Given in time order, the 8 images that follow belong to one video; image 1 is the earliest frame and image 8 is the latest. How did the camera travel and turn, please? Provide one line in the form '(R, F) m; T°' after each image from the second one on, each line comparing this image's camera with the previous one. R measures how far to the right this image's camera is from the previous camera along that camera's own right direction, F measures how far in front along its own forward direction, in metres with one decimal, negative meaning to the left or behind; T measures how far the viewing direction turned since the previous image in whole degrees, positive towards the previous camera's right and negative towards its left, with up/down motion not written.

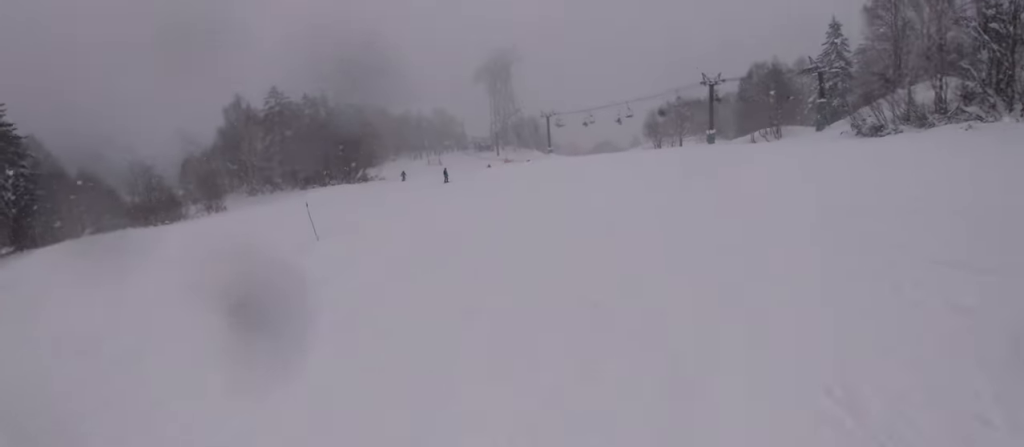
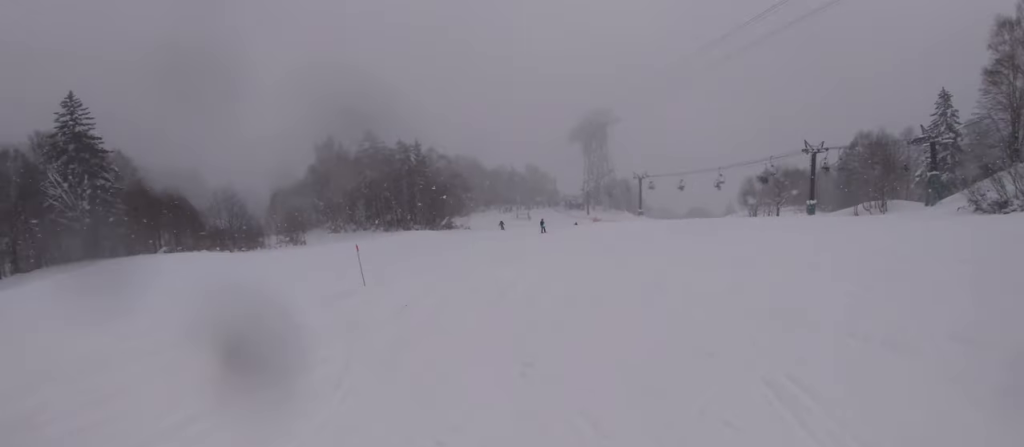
(0.0, +3.8) m; -3°
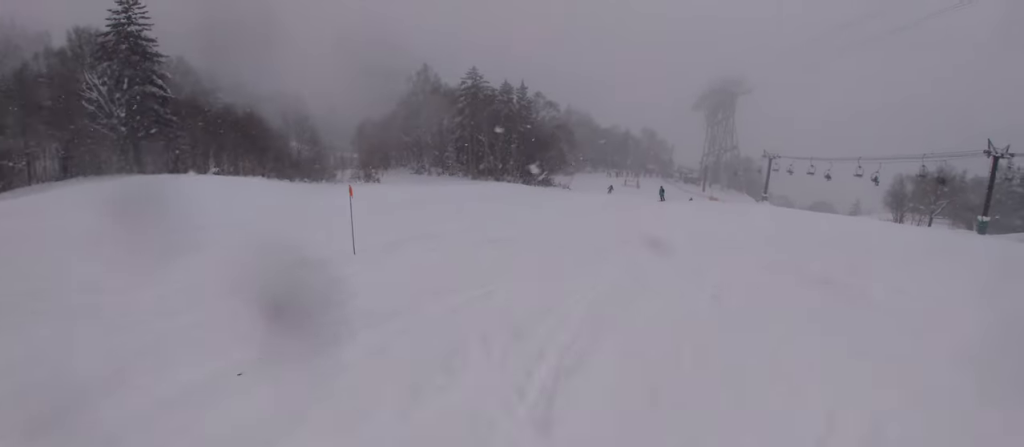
(-1.6, +10.1) m; -14°
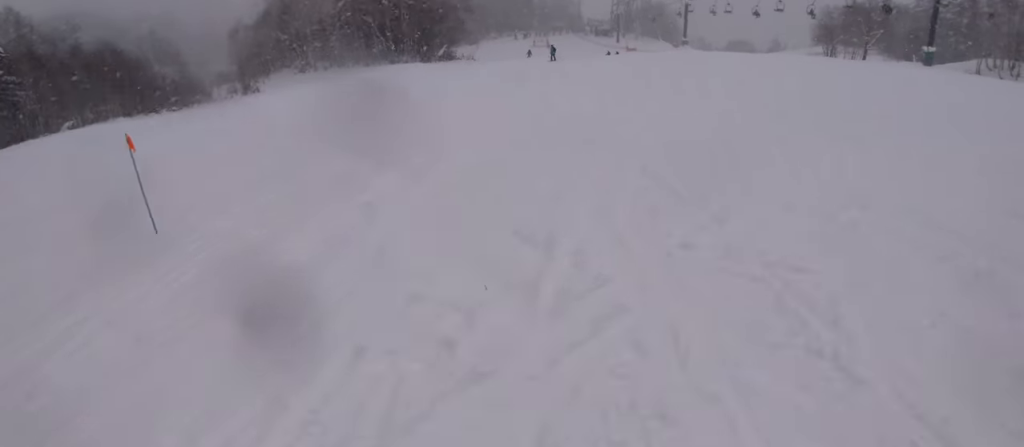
(-0.2, +4.9) m; +6°
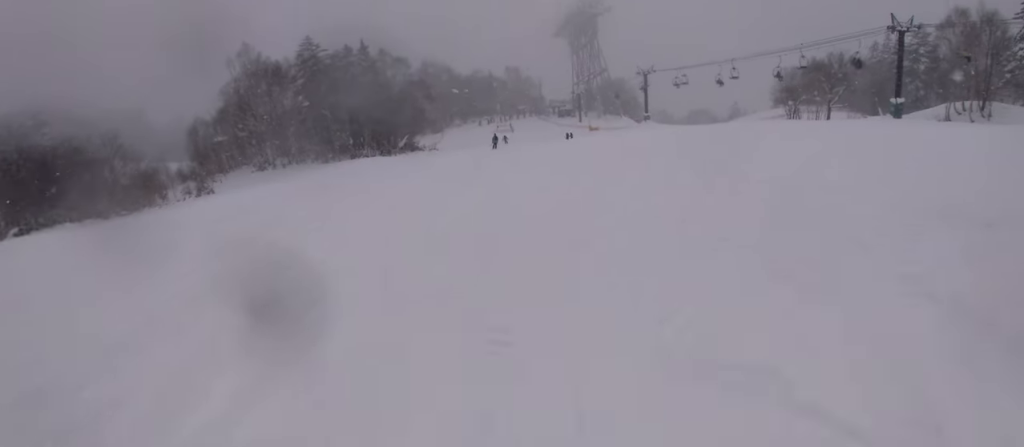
(+0.7, +3.8) m; +8°
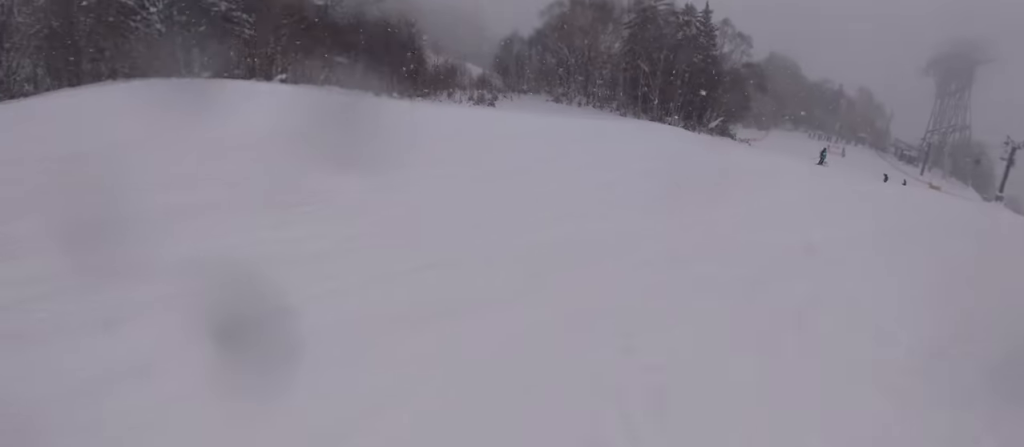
(-1.5, +8.2) m; -23°
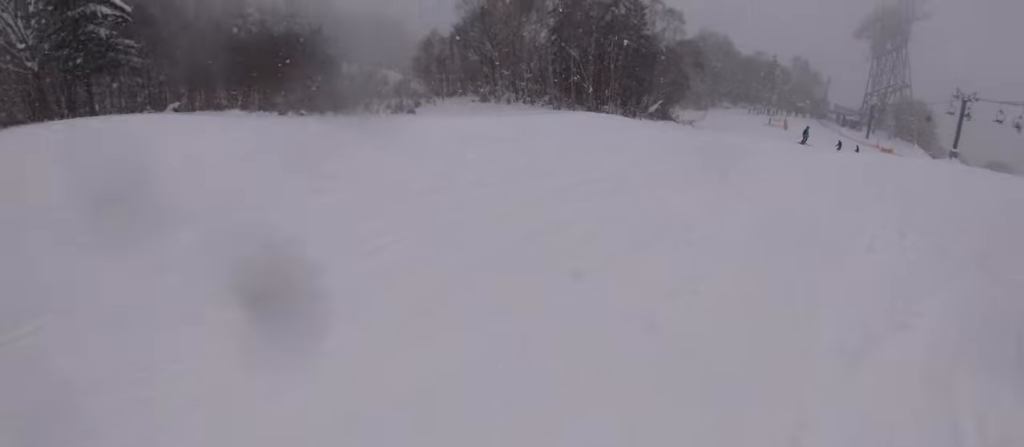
(-0.7, +4.9) m; -5°
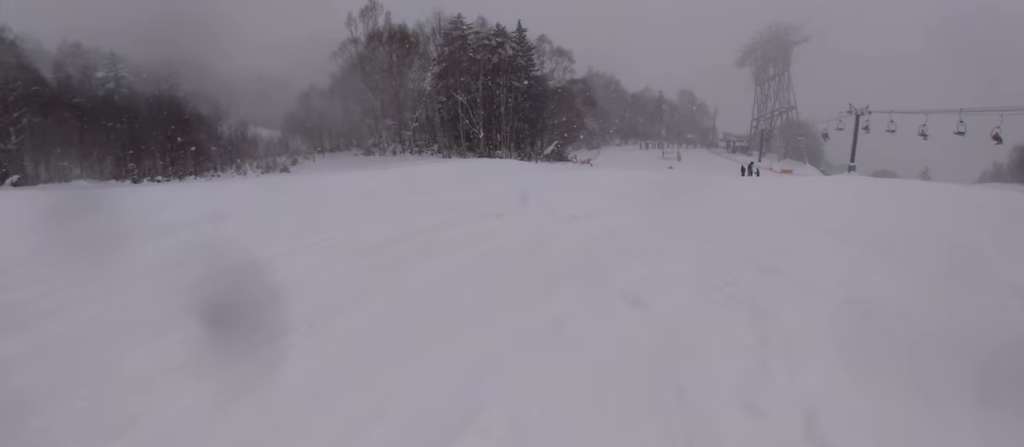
(-0.2, +4.7) m; +12°
